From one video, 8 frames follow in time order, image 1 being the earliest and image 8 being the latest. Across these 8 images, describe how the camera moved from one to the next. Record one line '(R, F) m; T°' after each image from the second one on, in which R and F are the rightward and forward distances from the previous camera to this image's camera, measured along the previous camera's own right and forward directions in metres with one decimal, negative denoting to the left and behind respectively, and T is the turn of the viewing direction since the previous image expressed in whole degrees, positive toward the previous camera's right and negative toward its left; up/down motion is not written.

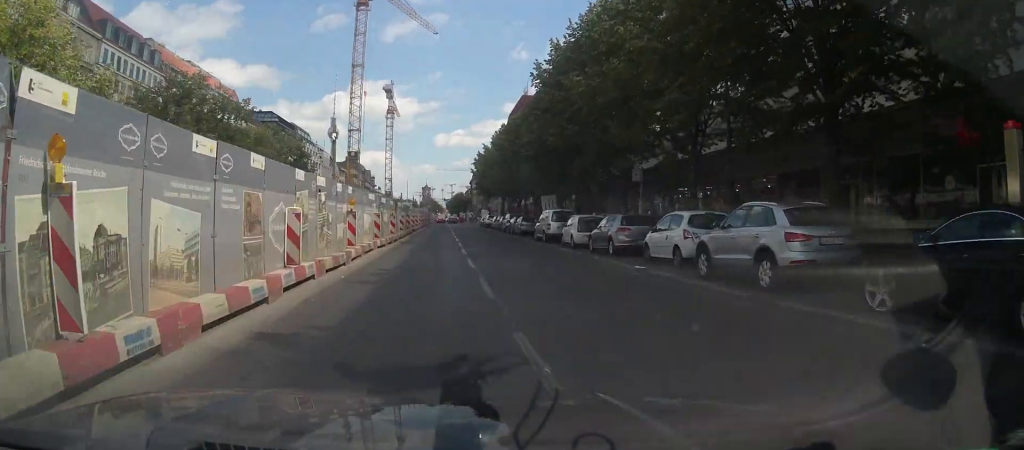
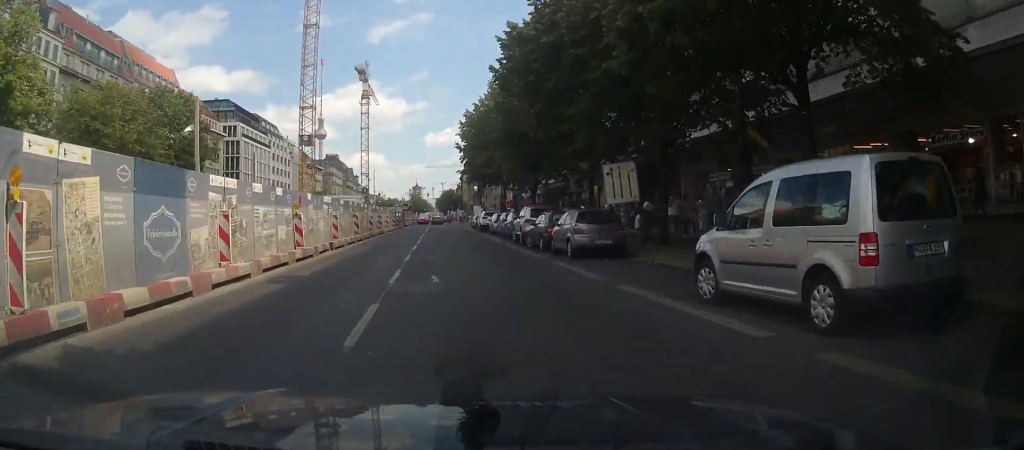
(+0.7, +27.5) m; 0°
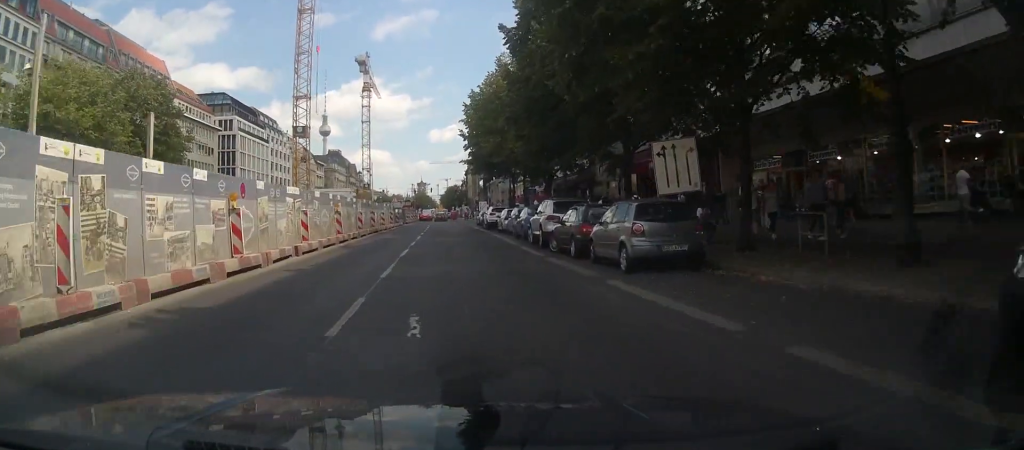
(-0.1, +5.8) m; 0°
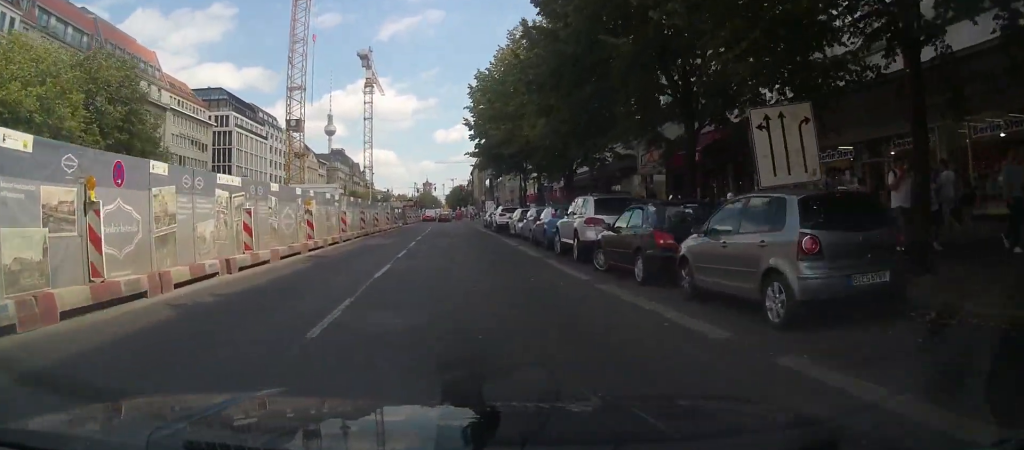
(0.0, +6.1) m; +1°
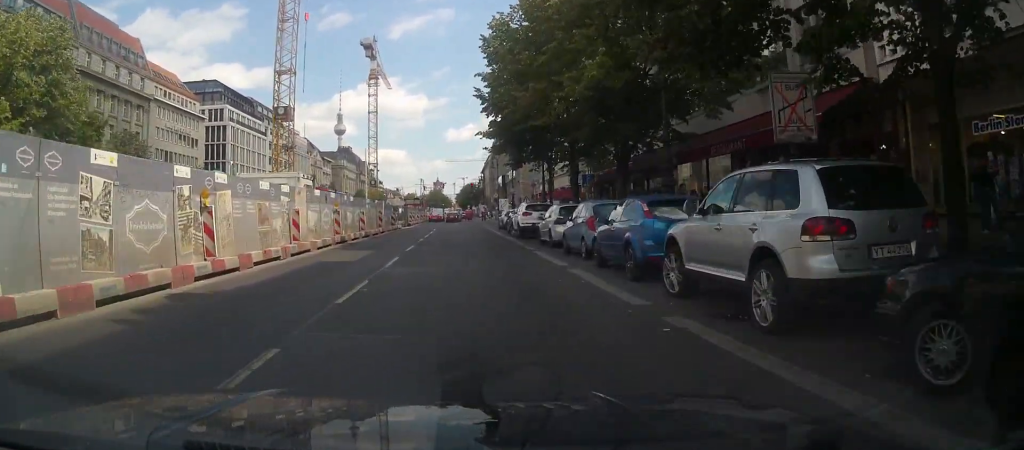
(+0.2, +9.7) m; +1°
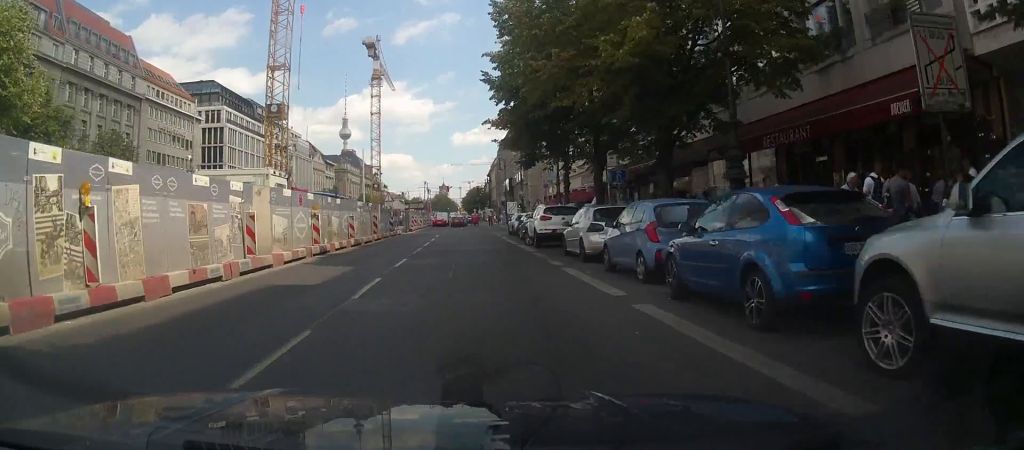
(0.0, +4.7) m; 0°
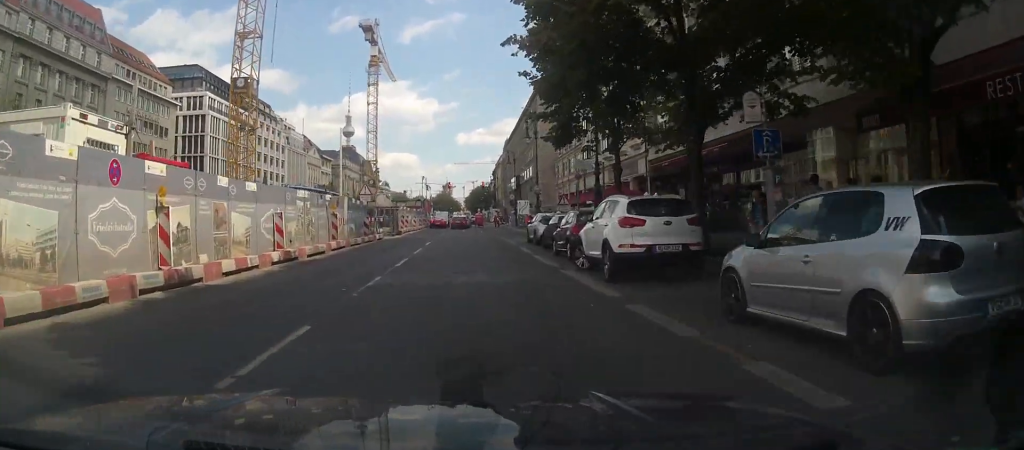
(-0.2, +11.7) m; 0°
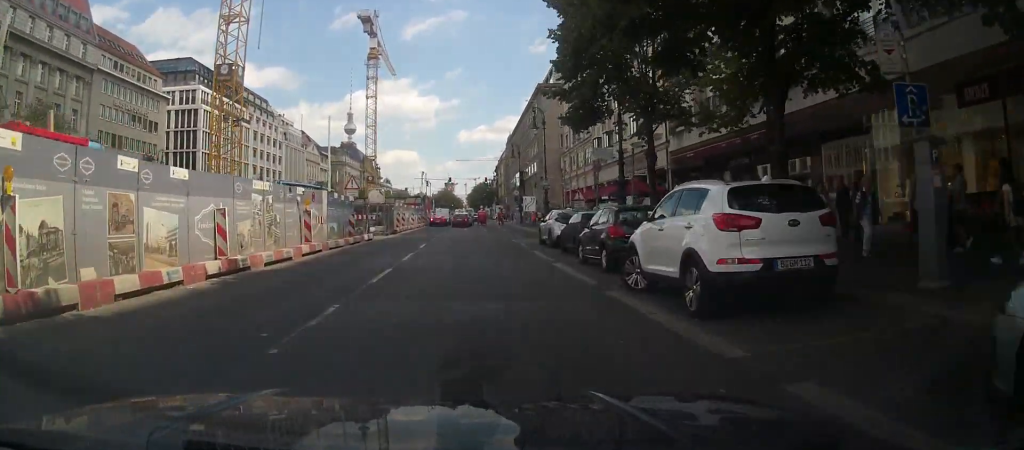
(-0.2, +4.4) m; +1°
